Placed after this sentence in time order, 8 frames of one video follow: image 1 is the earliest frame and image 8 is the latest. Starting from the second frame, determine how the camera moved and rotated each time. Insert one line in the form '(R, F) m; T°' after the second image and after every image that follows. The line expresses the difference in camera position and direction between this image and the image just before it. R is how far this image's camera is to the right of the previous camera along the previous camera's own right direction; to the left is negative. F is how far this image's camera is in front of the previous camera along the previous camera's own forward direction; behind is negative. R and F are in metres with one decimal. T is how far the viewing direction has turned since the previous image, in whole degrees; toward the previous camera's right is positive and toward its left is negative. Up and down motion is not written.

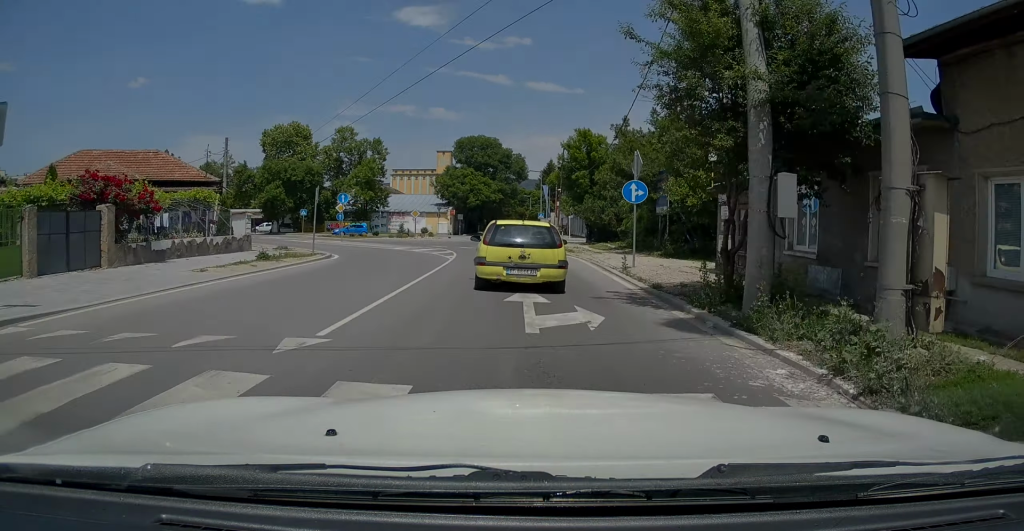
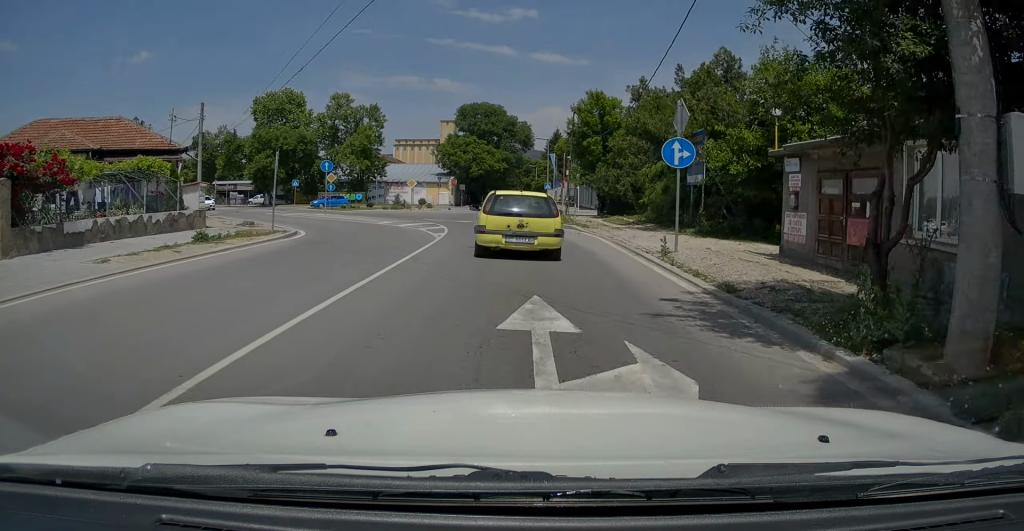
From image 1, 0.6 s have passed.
(0.0, +4.2) m; 0°
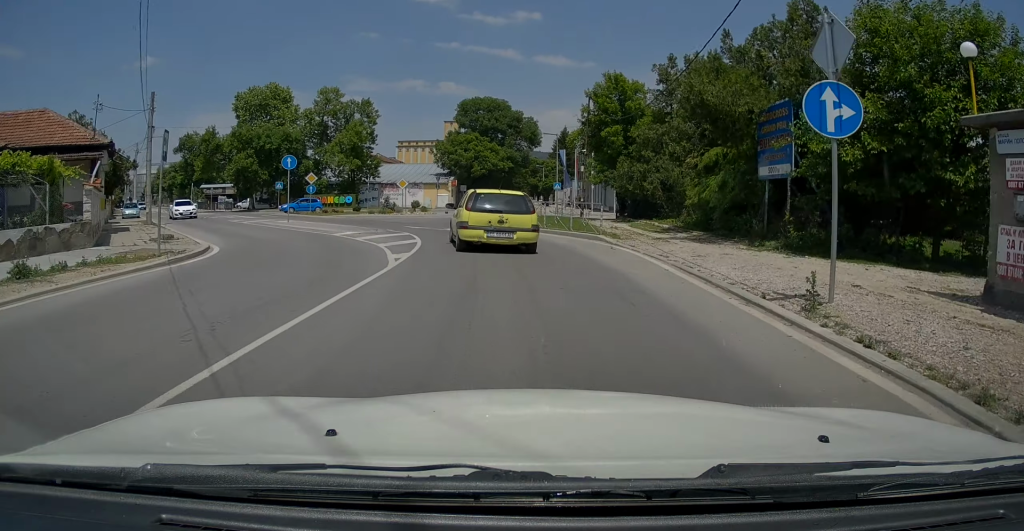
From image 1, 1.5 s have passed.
(0.0, +6.4) m; -2°
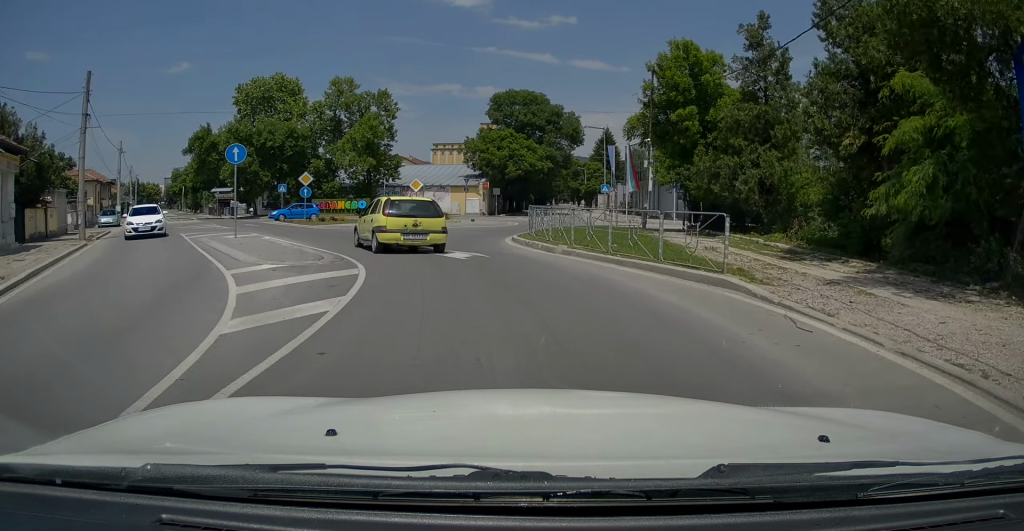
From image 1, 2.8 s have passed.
(-0.3, +8.9) m; -4°
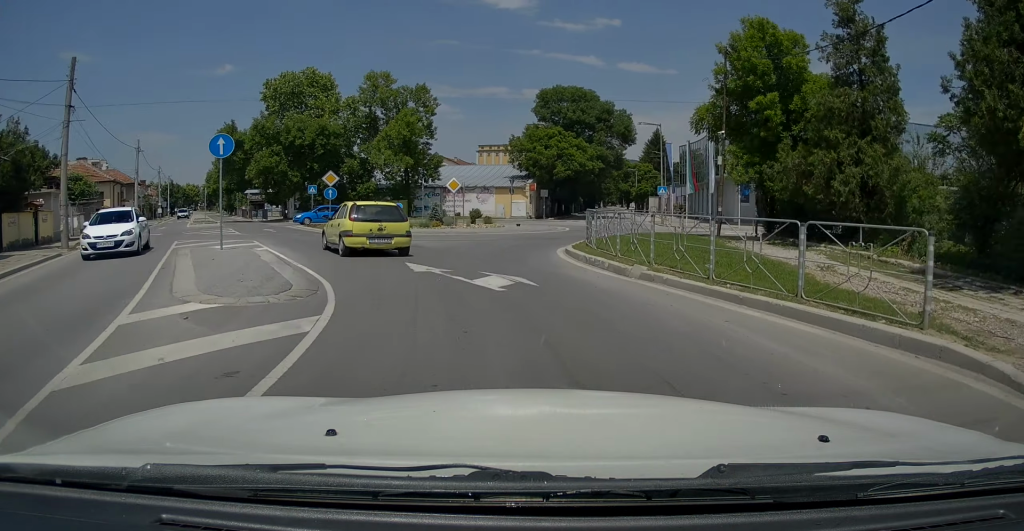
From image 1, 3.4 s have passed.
(-0.1, +4.1) m; -5°
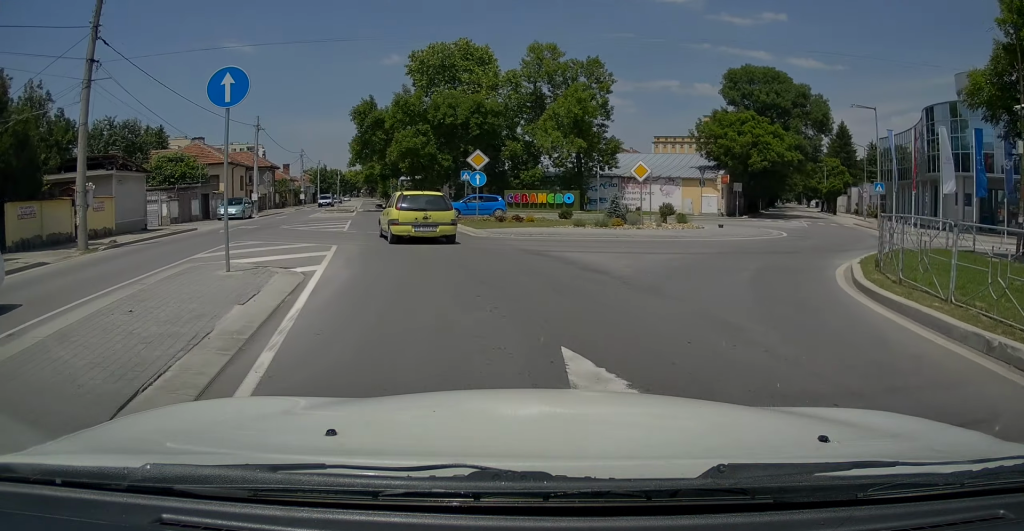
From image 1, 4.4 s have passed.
(-0.6, +7.9) m; -11°
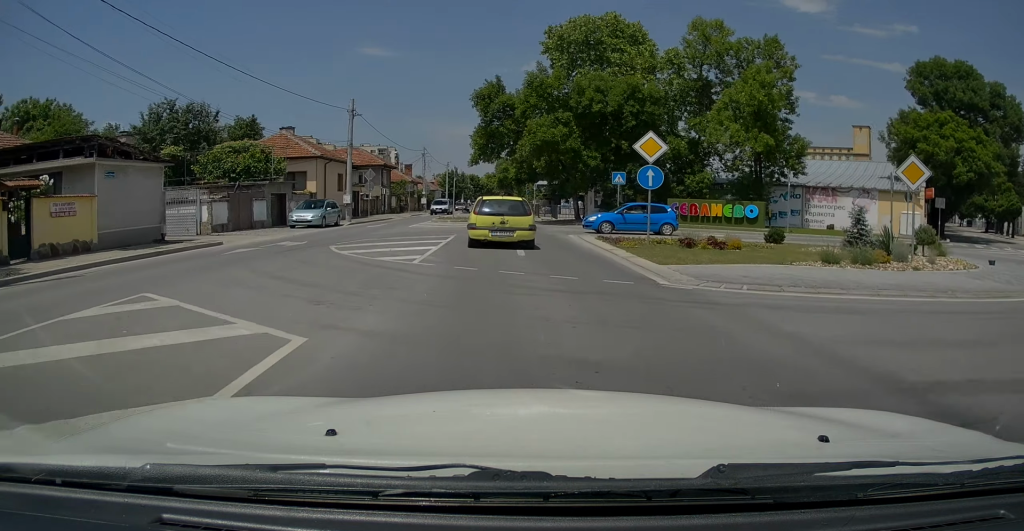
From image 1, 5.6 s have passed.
(-1.3, +9.9) m; -11°
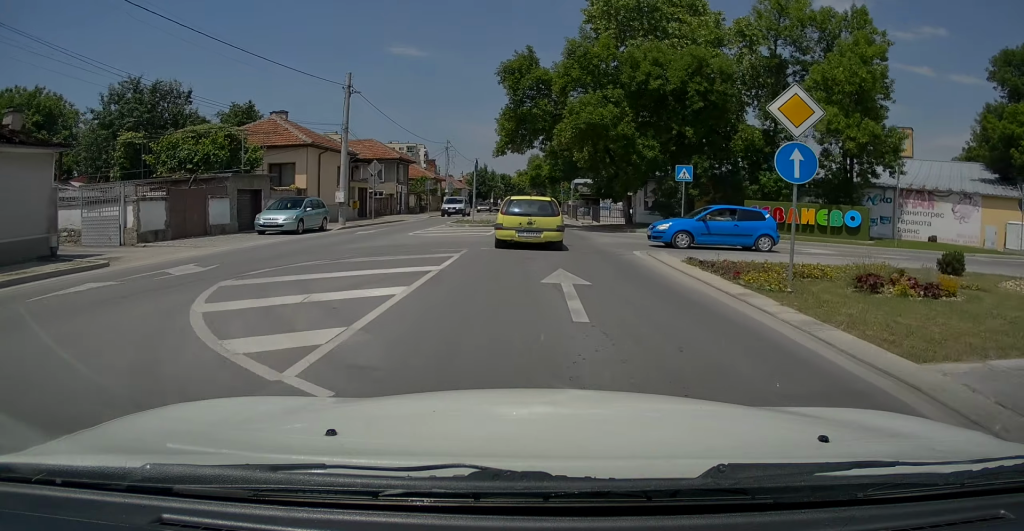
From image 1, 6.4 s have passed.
(-0.4, +7.8) m; -4°
